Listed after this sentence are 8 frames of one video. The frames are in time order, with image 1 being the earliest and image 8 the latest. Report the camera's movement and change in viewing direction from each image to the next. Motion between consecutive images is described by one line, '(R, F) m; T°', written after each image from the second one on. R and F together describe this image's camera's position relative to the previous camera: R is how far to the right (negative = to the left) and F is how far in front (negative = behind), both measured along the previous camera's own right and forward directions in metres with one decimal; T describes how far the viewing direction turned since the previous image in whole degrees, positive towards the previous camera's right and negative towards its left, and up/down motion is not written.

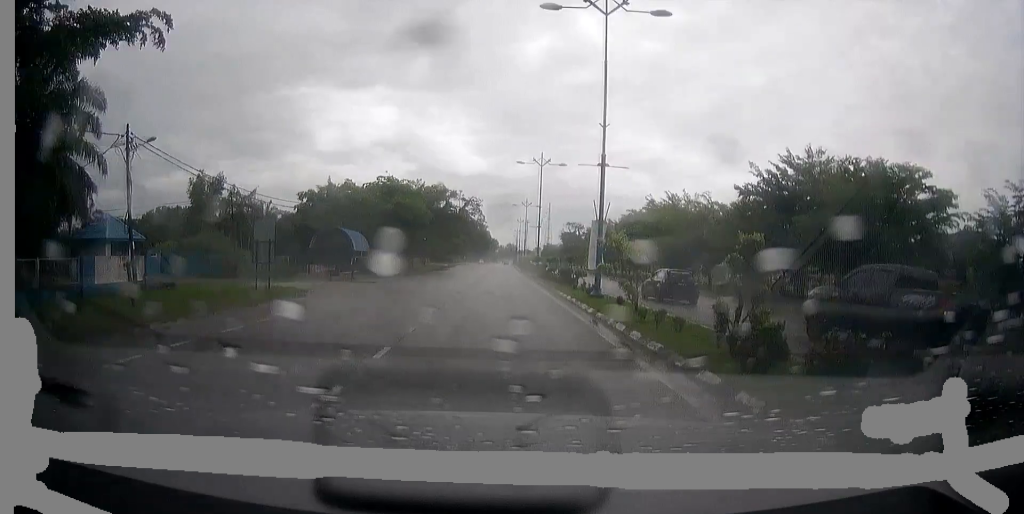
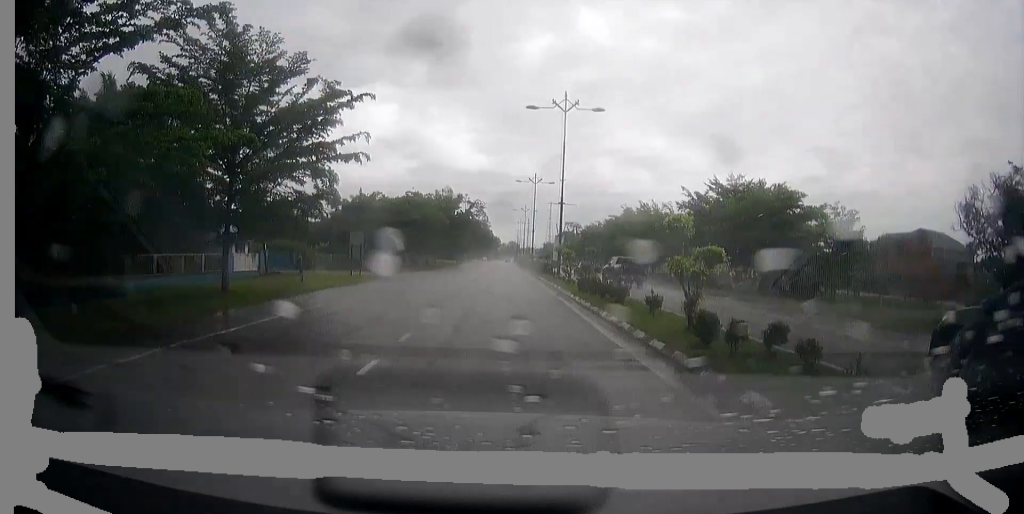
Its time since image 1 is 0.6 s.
(0.0, +15.4) m; 0°
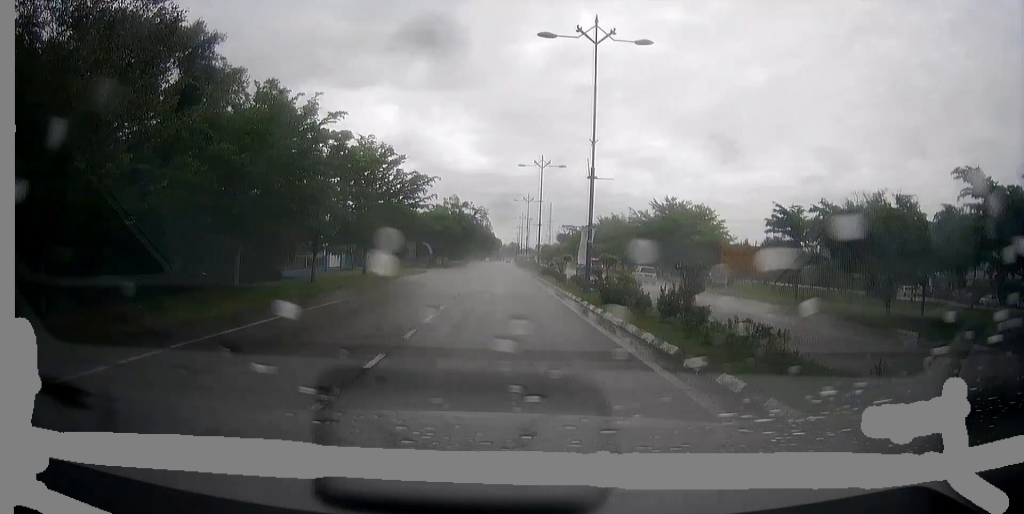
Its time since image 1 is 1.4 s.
(0.0, +21.6) m; 0°
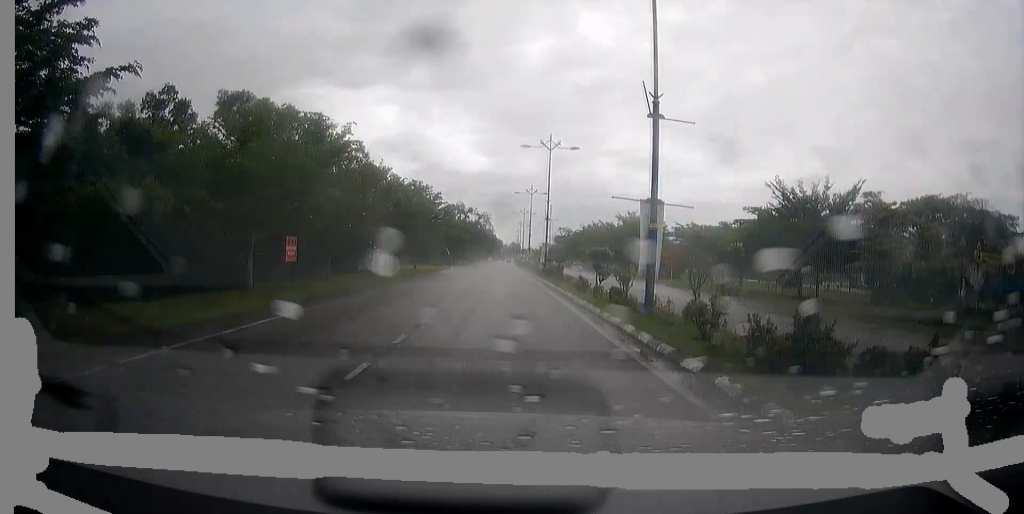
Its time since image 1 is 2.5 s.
(+0.2, +27.0) m; 0°
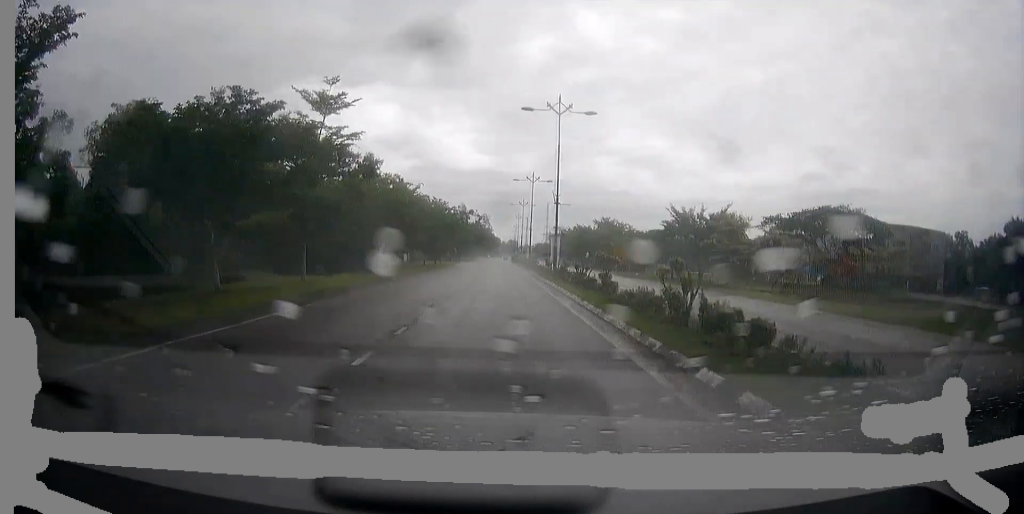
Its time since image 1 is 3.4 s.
(0.0, +23.3) m; 0°
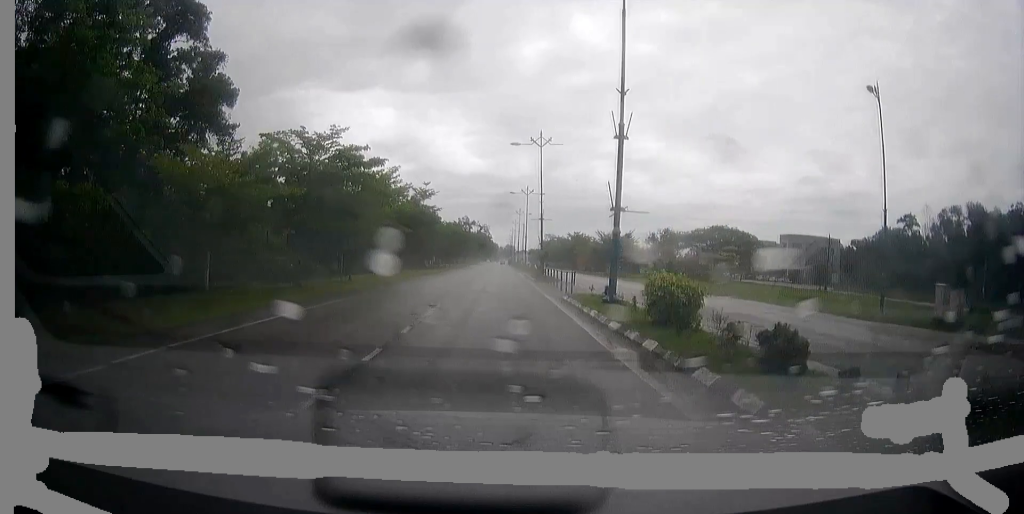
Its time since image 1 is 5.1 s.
(-0.3, +44.4) m; 0°
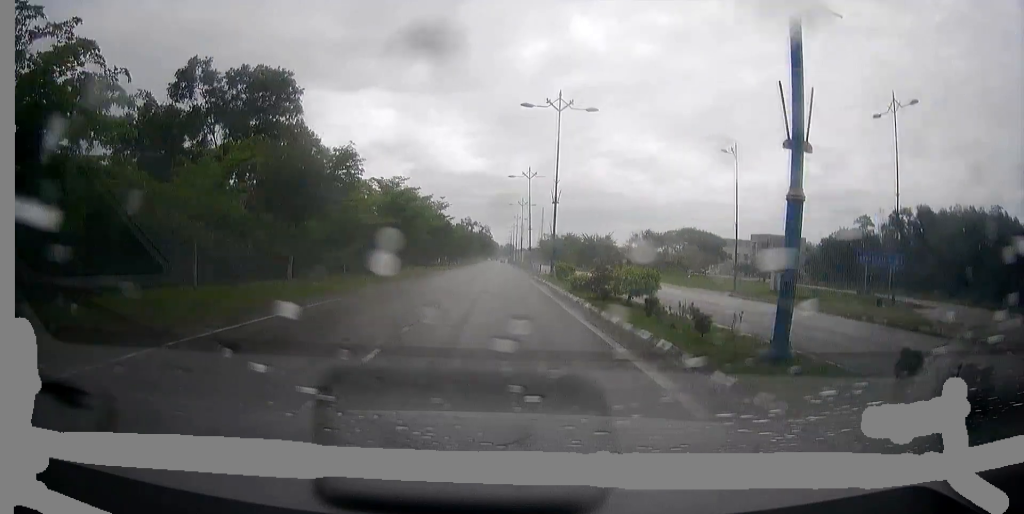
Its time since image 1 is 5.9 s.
(0.0, +20.3) m; 0°
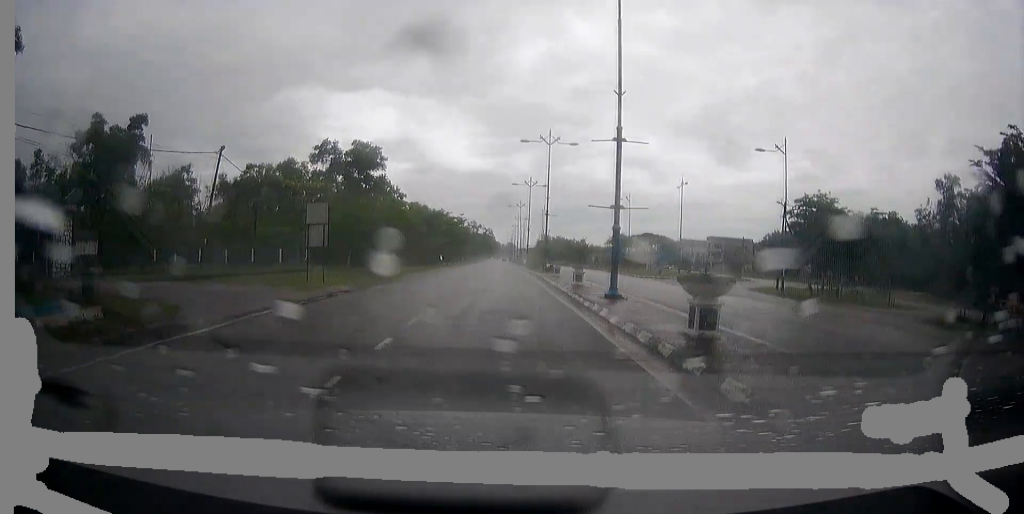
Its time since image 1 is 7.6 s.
(+0.1, +41.5) m; 0°
